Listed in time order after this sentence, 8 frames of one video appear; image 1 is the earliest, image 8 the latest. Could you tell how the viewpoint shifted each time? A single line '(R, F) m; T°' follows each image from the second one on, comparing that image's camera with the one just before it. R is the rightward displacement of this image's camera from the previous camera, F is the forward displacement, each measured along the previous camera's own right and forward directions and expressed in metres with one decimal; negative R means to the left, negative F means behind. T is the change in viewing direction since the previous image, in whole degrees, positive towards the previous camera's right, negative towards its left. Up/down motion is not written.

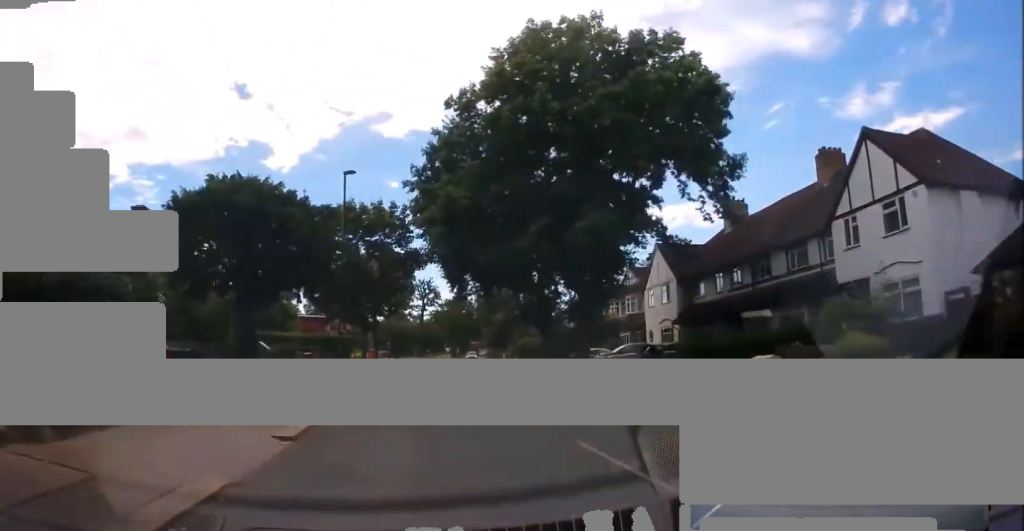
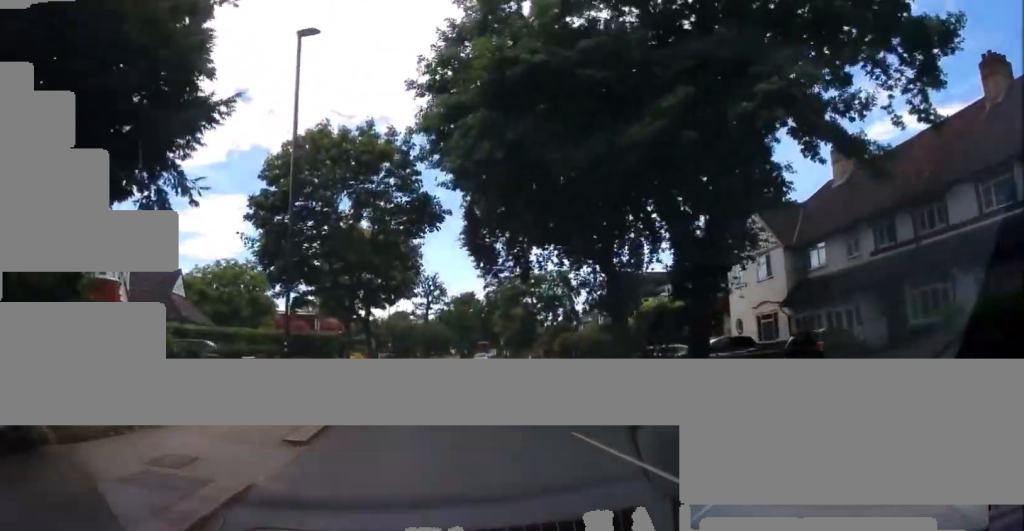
(-0.6, +12.2) m; -2°
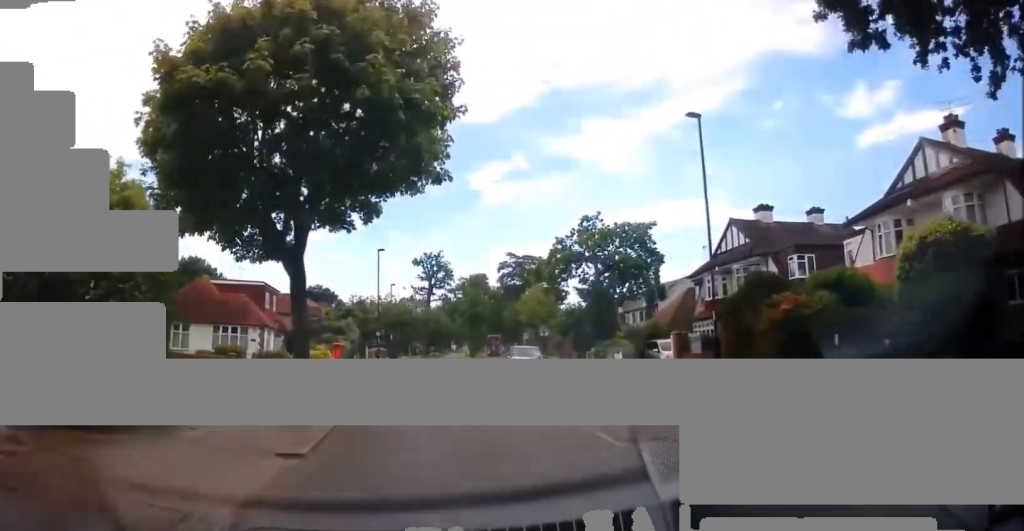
(+0.7, +24.3) m; +2°
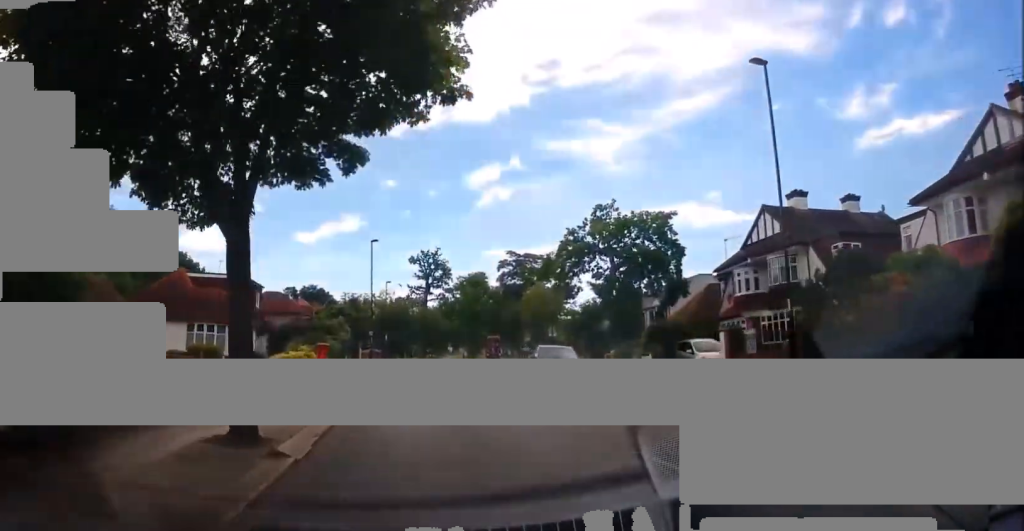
(0.0, +4.9) m; +1°
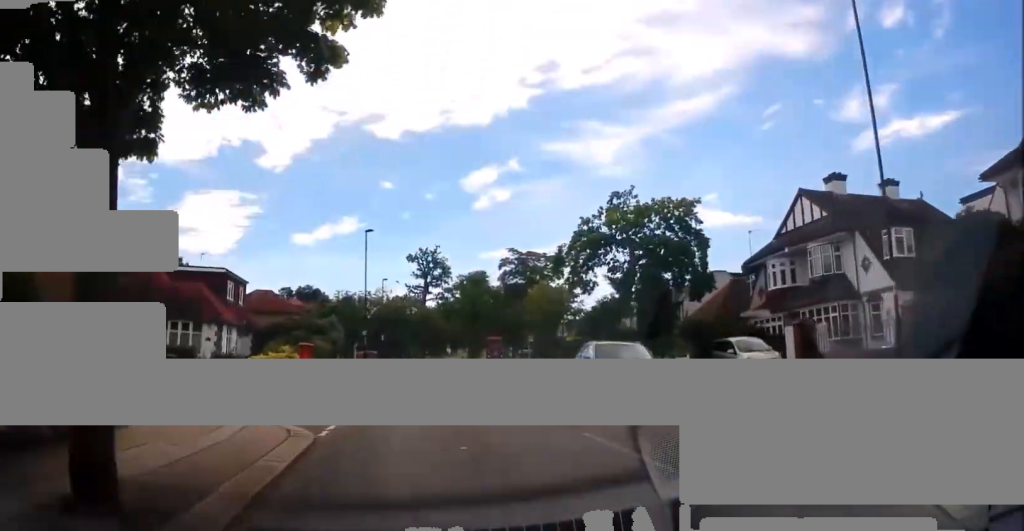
(0.0, +4.0) m; +1°
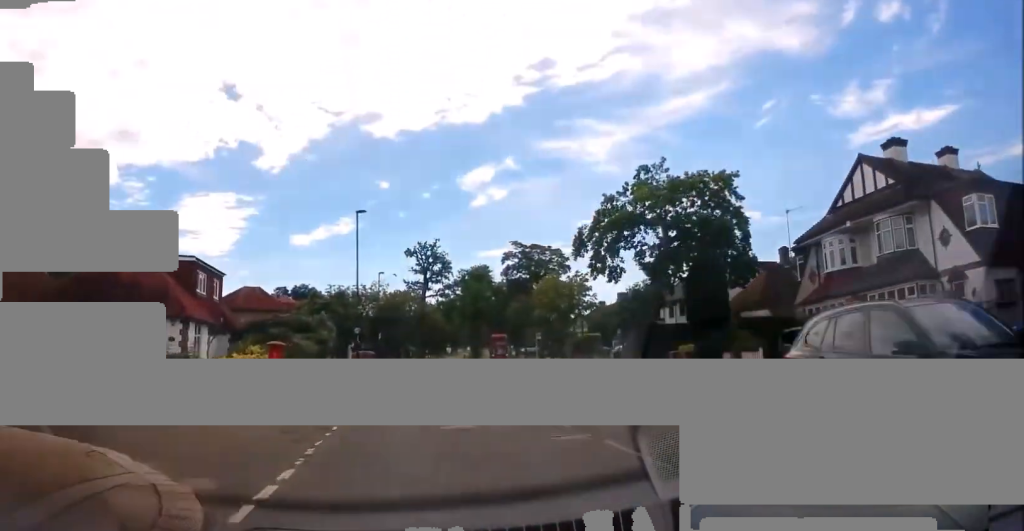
(+0.2, +5.4) m; +1°
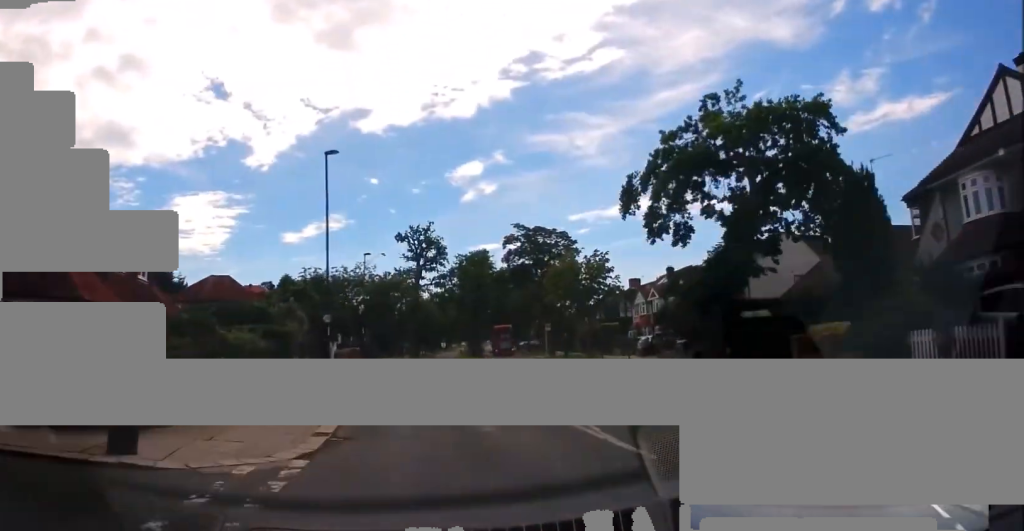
(+0.1, +9.5) m; -1°
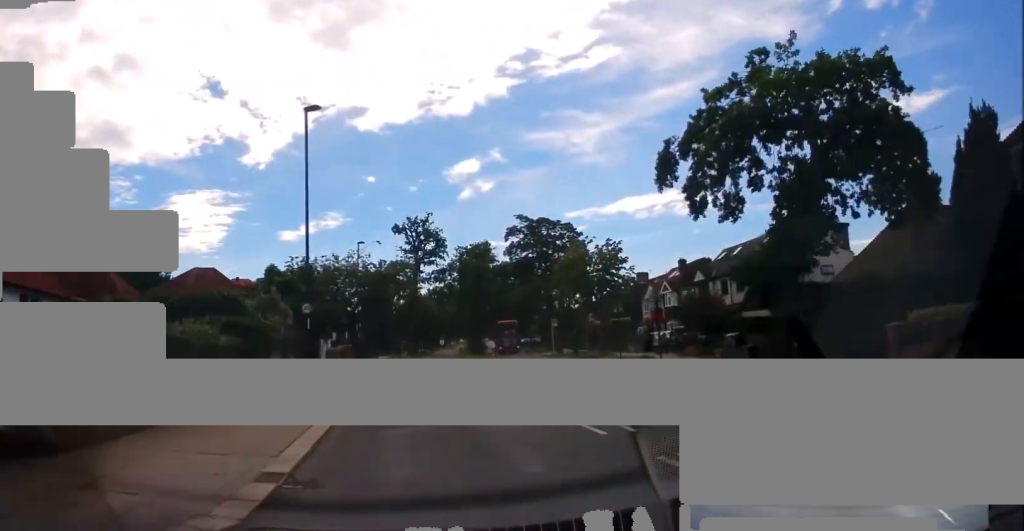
(+0.1, +4.2) m; -1°
